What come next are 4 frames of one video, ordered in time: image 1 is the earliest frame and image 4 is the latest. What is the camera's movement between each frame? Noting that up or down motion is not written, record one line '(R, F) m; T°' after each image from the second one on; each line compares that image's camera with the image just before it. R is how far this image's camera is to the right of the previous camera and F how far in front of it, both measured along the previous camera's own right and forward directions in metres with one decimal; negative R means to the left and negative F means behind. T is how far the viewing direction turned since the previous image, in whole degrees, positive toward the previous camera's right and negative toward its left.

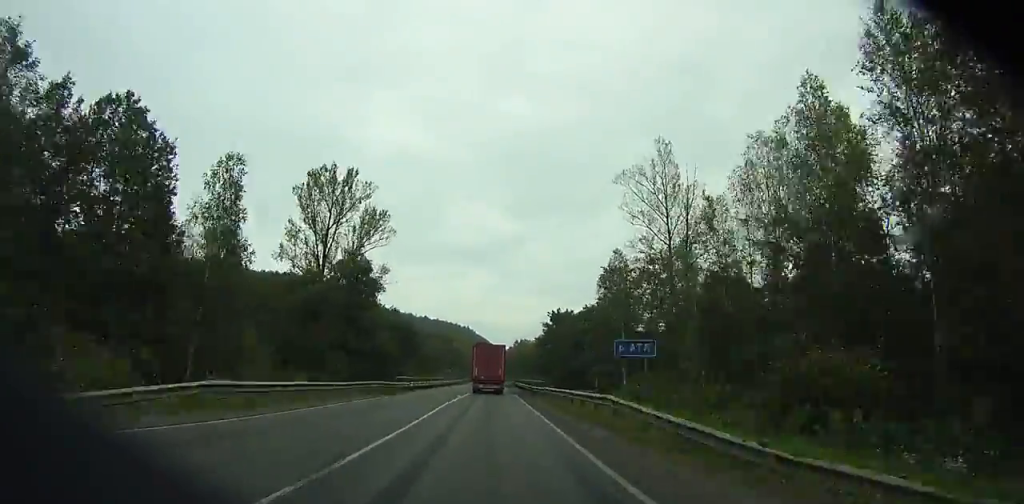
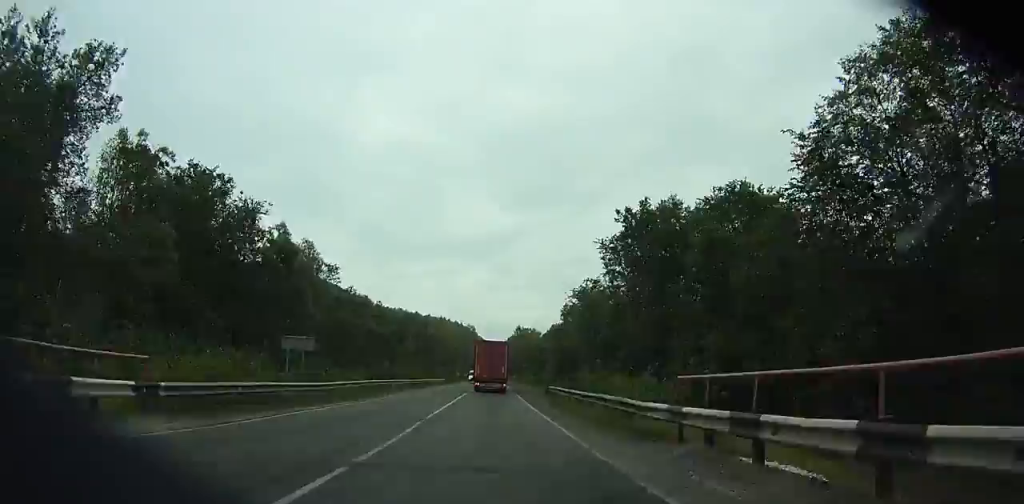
(+0.1, +82.3) m; 0°
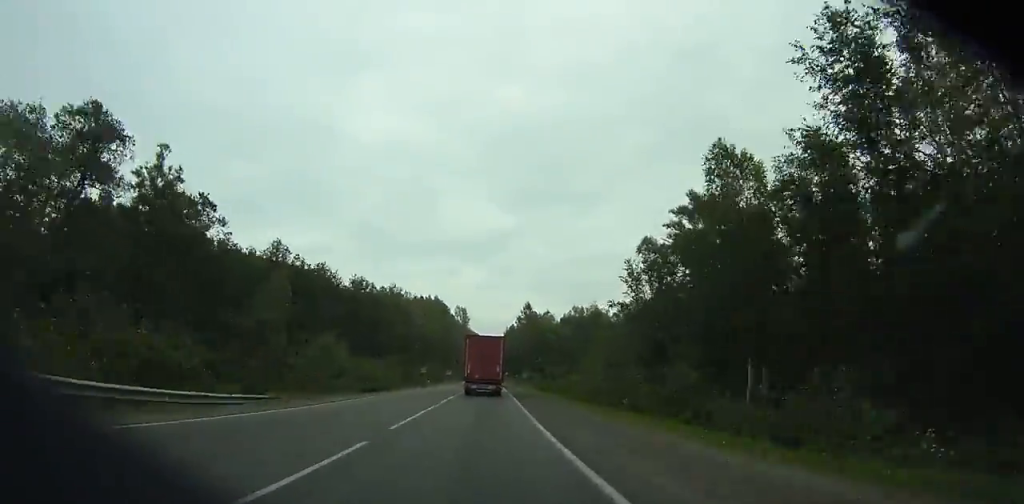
(0.0, +76.7) m; 0°
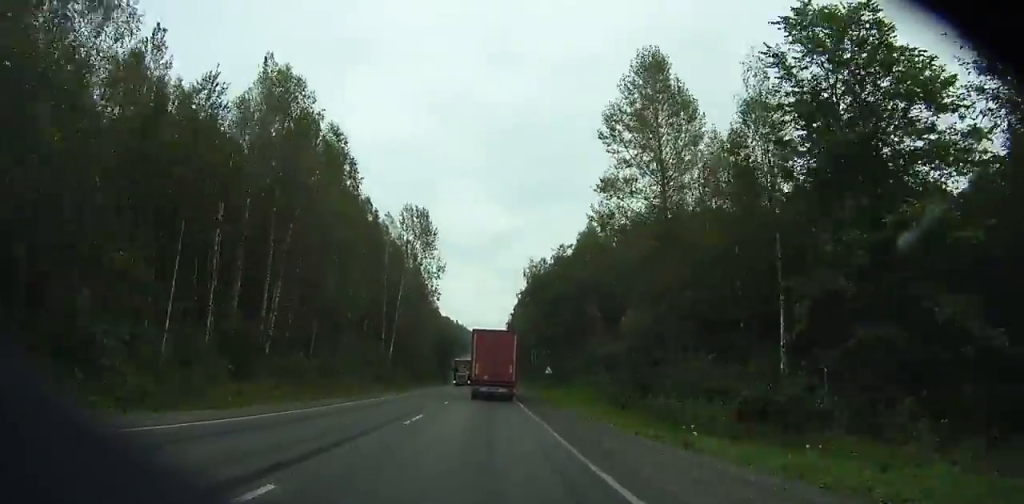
(-0.5, +136.4) m; 0°
